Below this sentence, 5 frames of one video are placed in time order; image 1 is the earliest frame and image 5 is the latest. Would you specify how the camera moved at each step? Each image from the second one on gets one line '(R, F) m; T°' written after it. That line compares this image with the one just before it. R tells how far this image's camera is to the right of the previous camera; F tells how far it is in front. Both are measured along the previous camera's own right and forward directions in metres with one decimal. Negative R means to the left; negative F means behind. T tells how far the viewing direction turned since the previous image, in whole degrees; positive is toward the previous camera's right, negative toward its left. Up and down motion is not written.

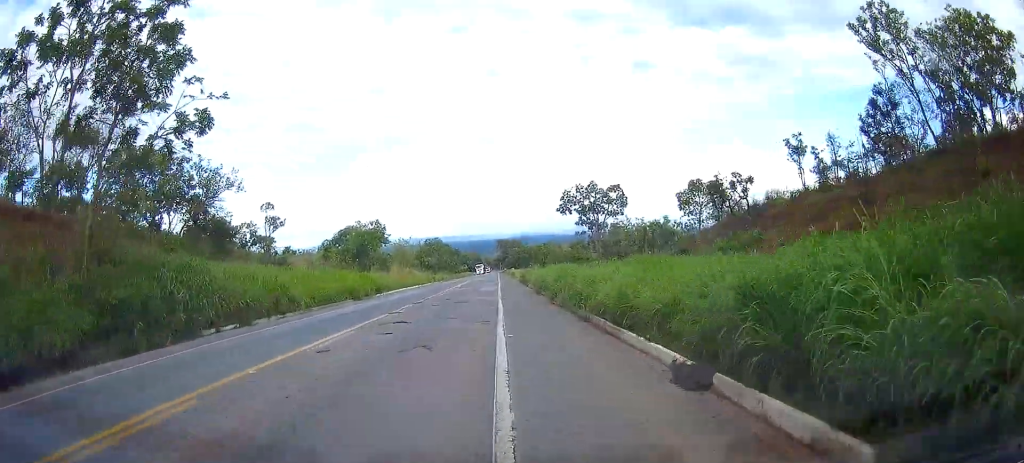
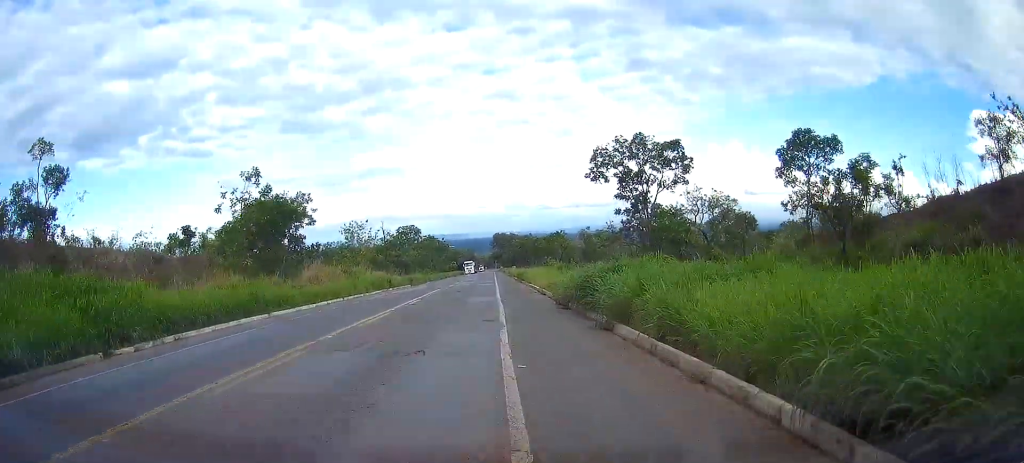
(+0.1, +35.0) m; 0°
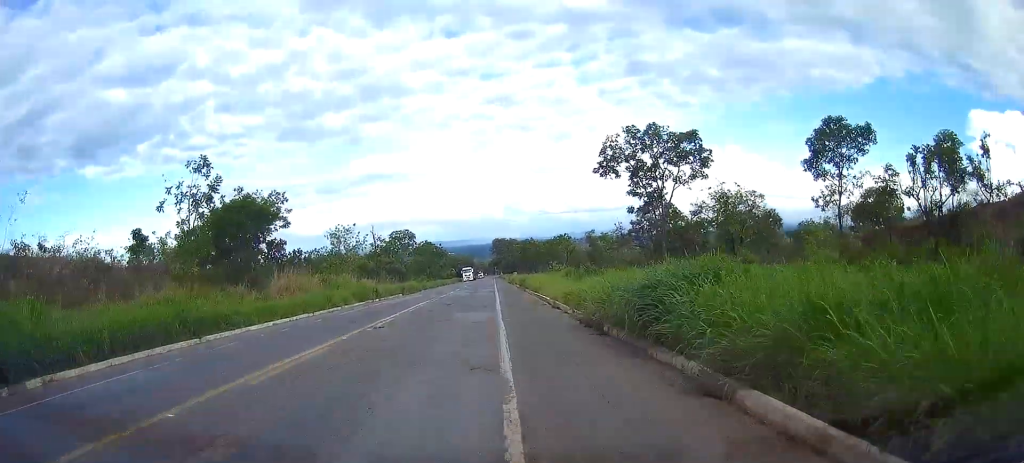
(0.0, +6.5) m; 0°
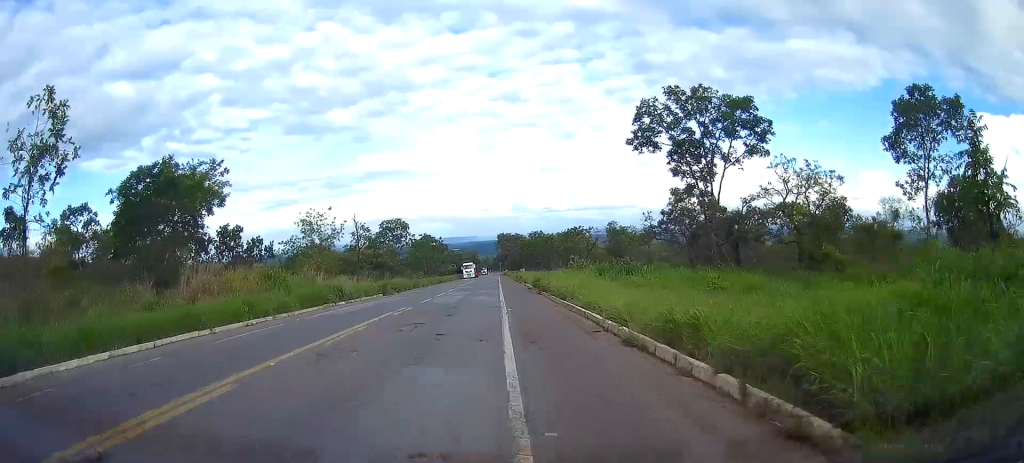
(0.0, +12.8) m; 0°
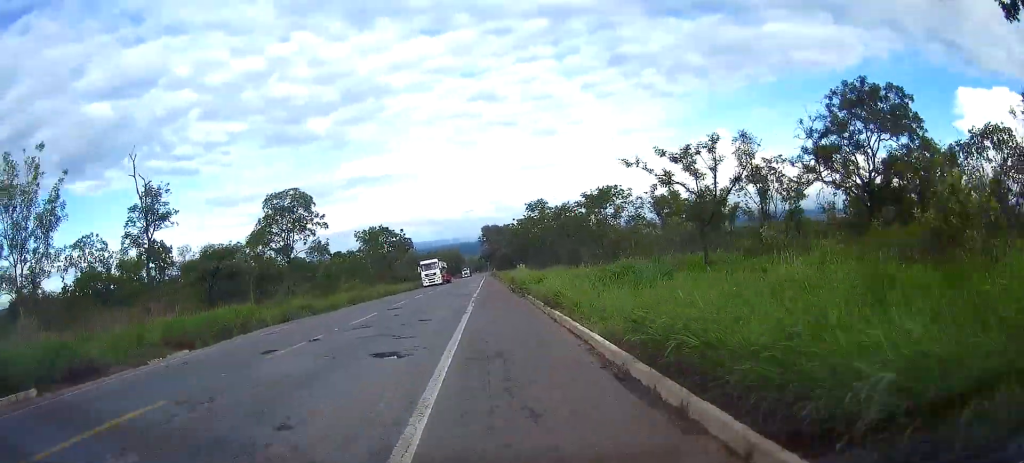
(+0.2, +39.6) m; +2°
